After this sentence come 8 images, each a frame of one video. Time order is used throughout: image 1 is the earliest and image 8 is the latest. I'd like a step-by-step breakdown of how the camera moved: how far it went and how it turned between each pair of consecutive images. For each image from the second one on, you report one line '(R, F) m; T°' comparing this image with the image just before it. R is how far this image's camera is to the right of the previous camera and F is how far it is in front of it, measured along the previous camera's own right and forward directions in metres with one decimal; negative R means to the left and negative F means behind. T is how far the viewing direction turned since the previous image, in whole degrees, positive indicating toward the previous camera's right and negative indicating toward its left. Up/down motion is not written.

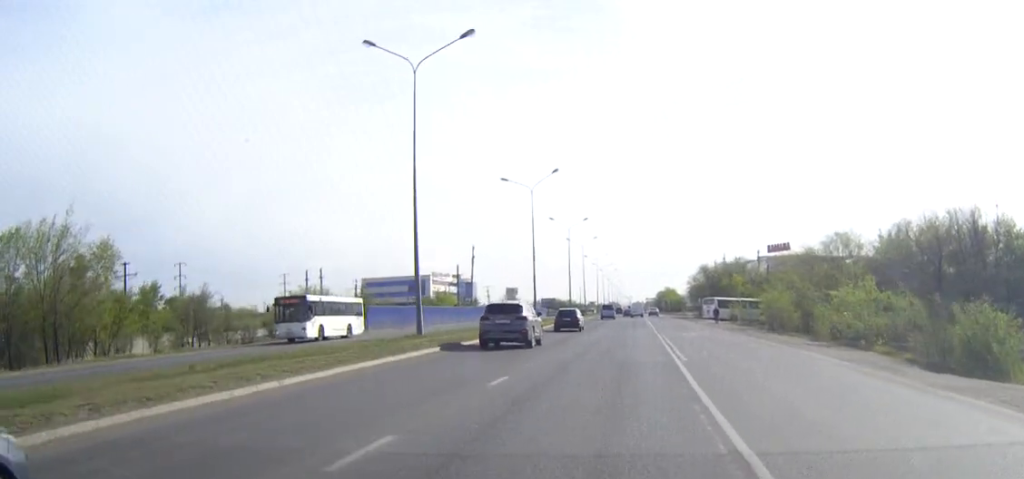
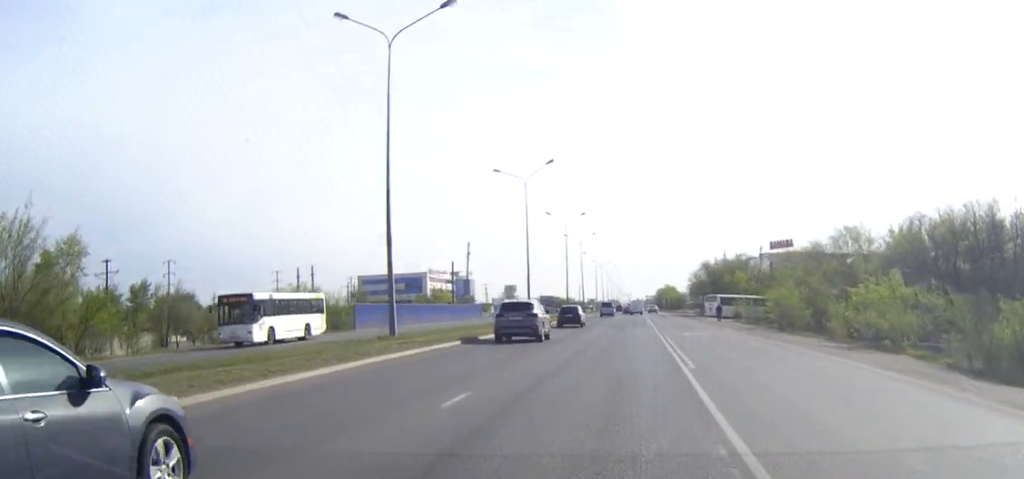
(0.0, +3.8) m; 0°
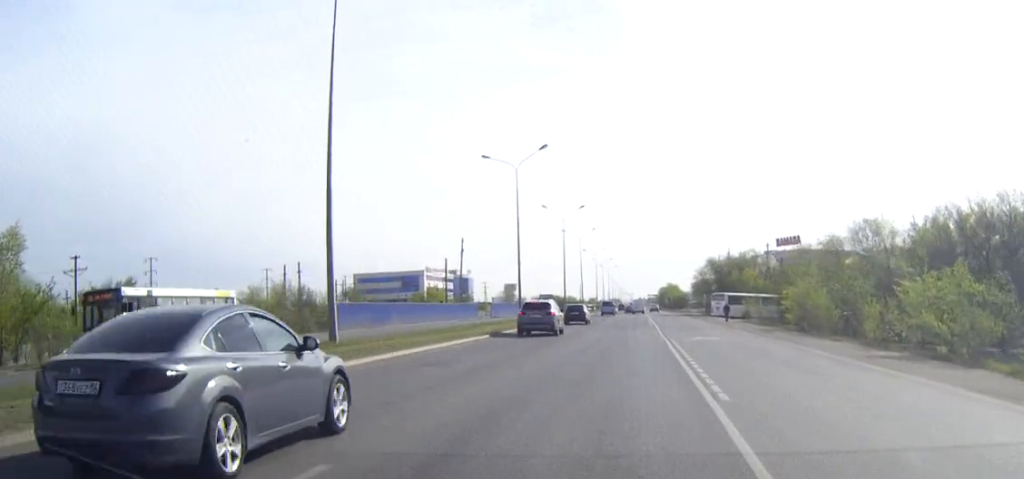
(0.0, +6.5) m; 0°
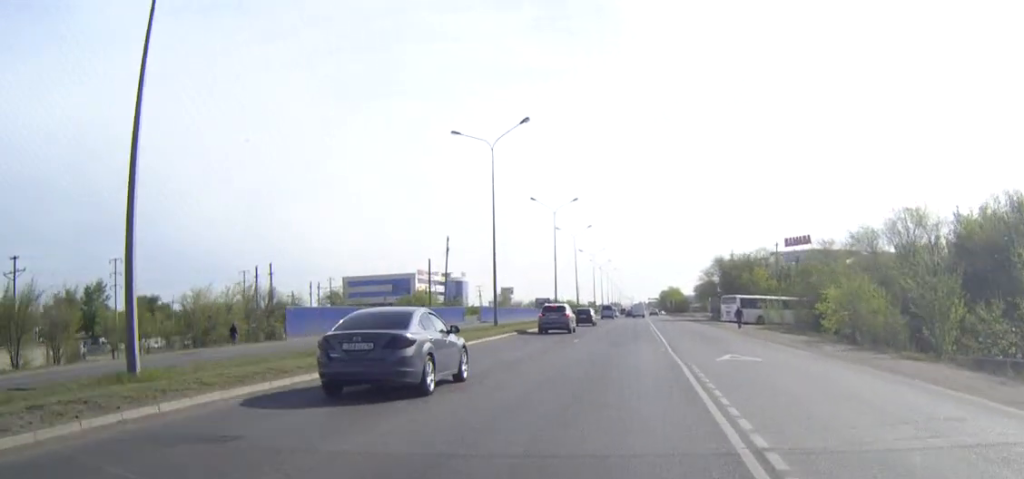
(0.0, +11.0) m; 0°
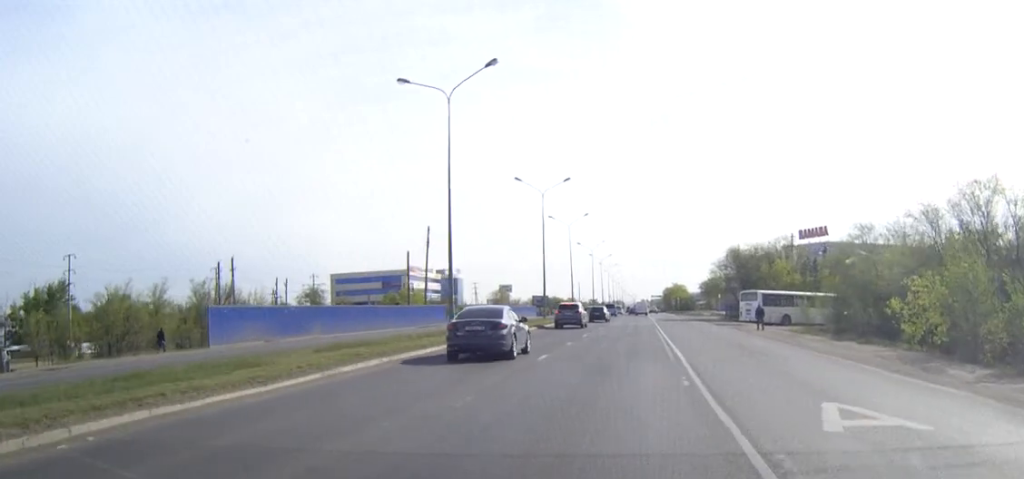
(0.0, +13.2) m; 0°
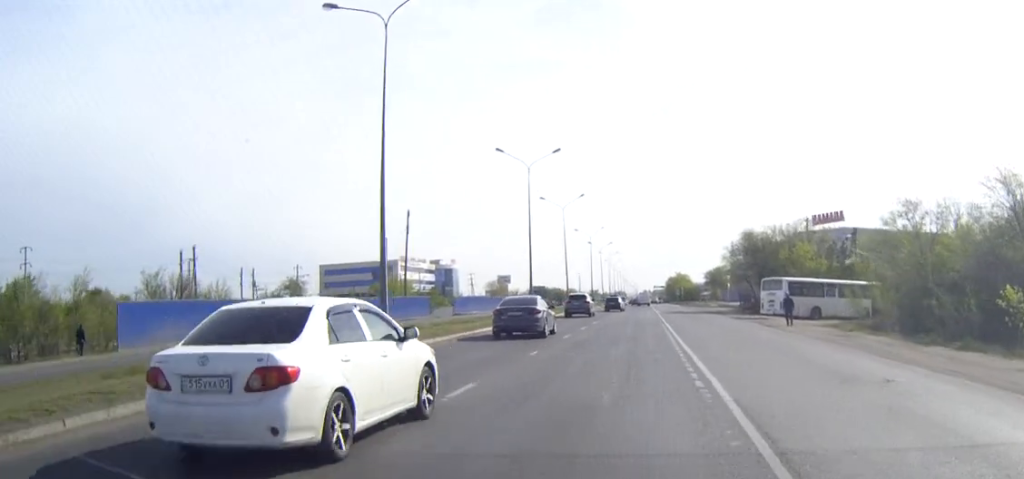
(0.0, +11.1) m; 0°
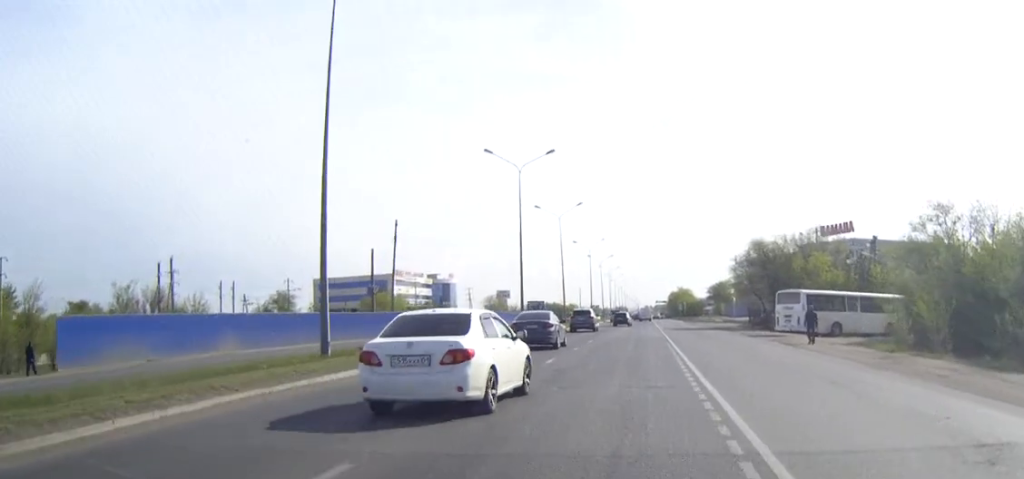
(0.0, +5.9) m; 0°
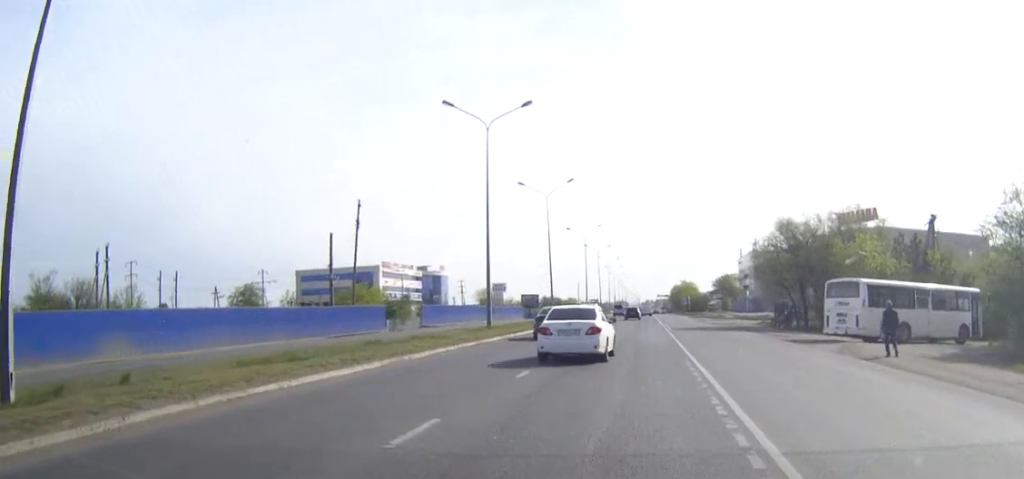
(0.0, +13.8) m; 0°
